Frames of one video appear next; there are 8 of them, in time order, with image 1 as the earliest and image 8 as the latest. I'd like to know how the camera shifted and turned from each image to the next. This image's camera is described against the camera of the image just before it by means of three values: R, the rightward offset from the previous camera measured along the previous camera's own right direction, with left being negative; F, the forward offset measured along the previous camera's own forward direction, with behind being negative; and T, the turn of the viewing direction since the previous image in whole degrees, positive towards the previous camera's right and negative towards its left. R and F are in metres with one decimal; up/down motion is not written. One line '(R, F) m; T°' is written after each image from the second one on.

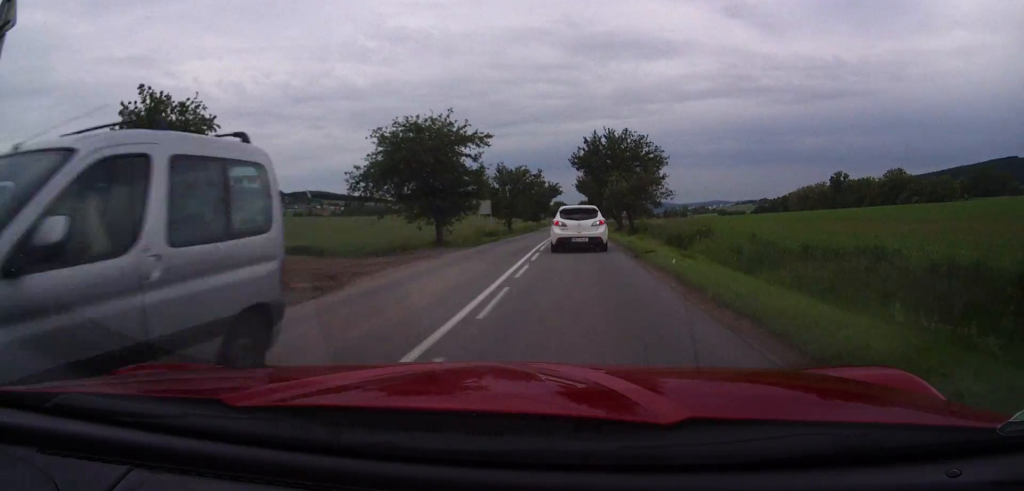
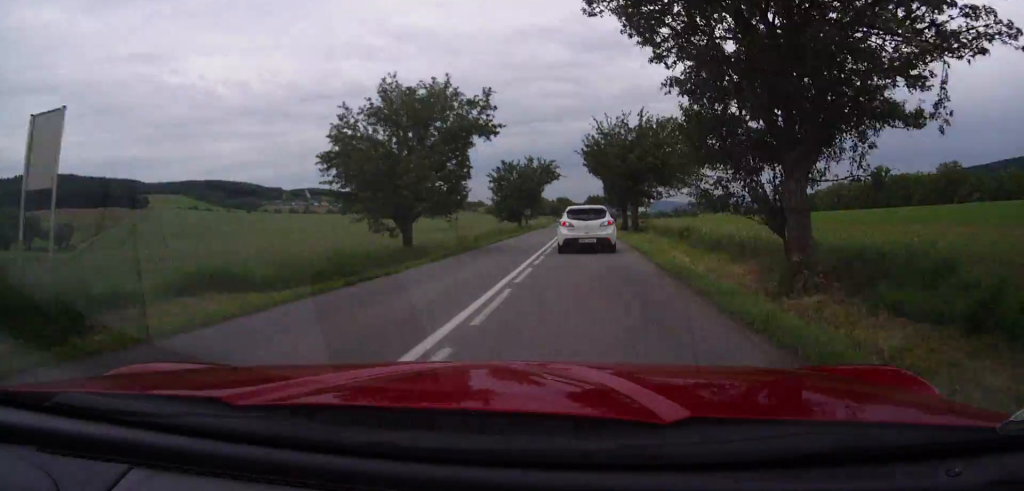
(-0.1, +45.2) m; 0°
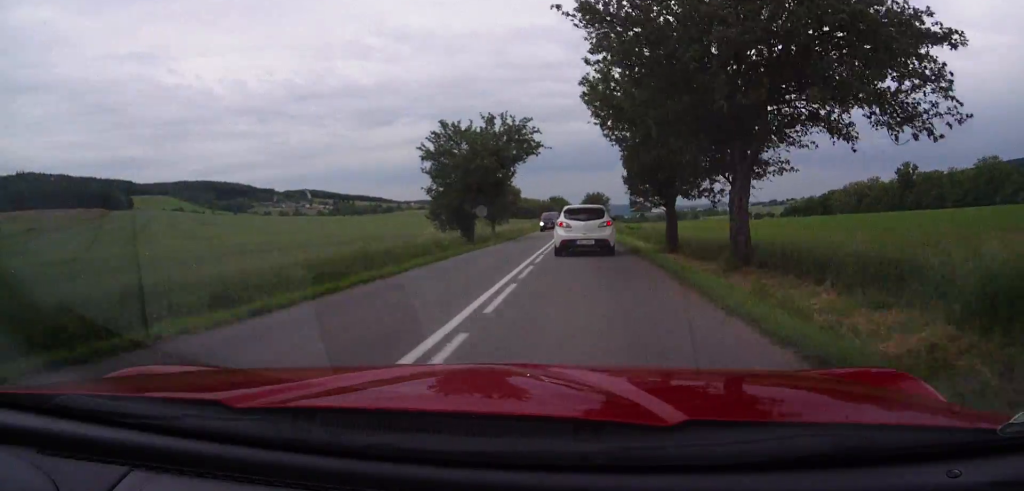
(-0.1, +29.6) m; 0°
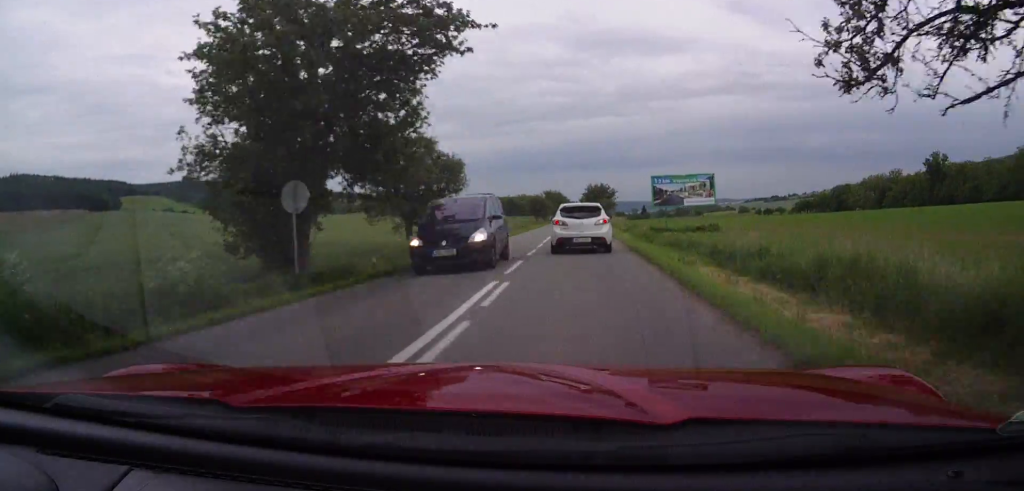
(0.0, +24.8) m; 0°
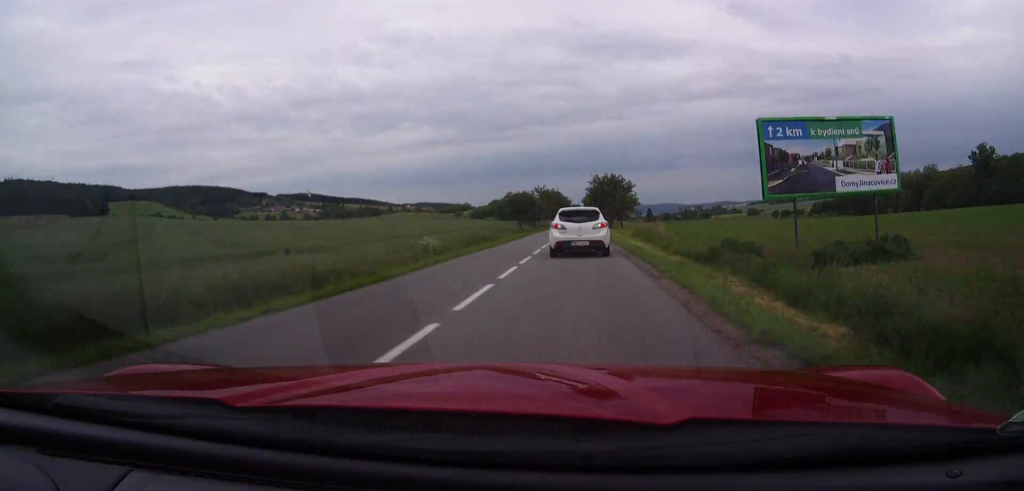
(+0.3, +30.7) m; +1°
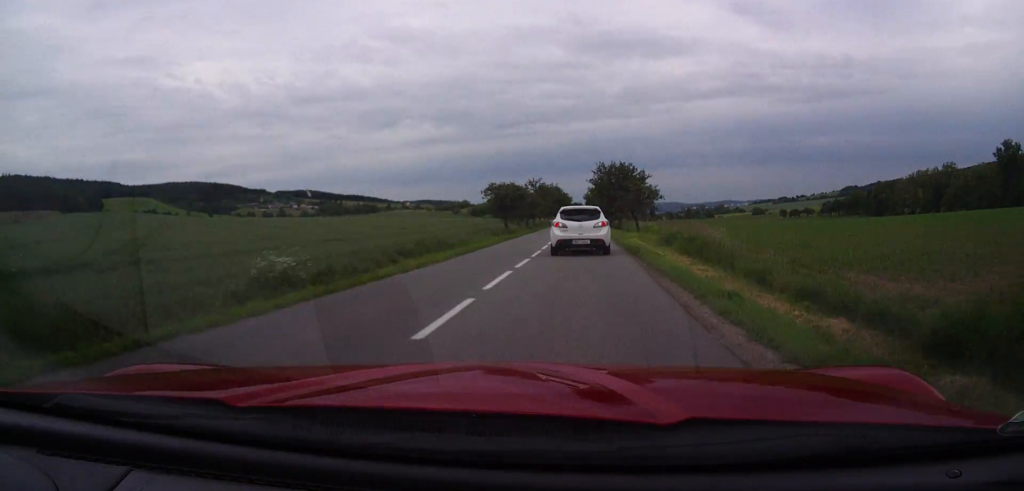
(0.0, +14.0) m; 0°
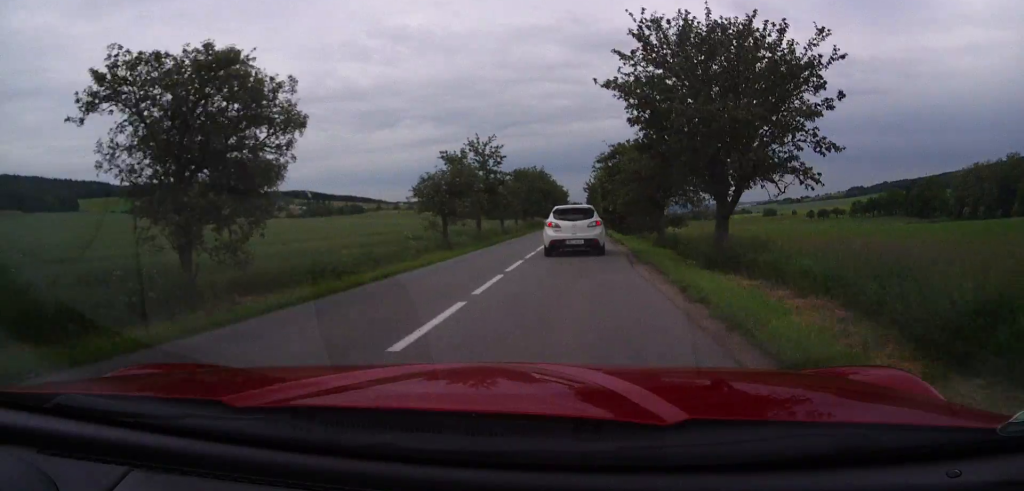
(-0.3, +43.3) m; -1°
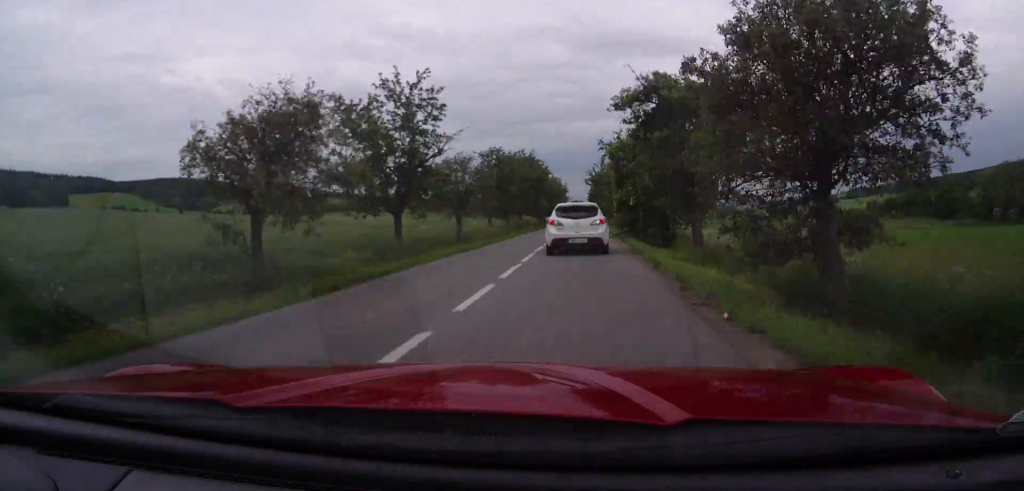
(0.0, +17.7) m; 0°
